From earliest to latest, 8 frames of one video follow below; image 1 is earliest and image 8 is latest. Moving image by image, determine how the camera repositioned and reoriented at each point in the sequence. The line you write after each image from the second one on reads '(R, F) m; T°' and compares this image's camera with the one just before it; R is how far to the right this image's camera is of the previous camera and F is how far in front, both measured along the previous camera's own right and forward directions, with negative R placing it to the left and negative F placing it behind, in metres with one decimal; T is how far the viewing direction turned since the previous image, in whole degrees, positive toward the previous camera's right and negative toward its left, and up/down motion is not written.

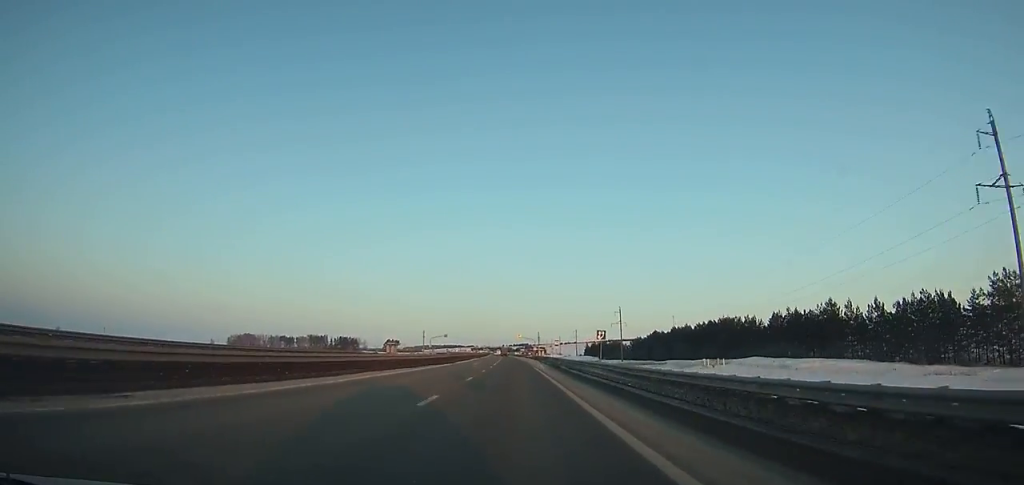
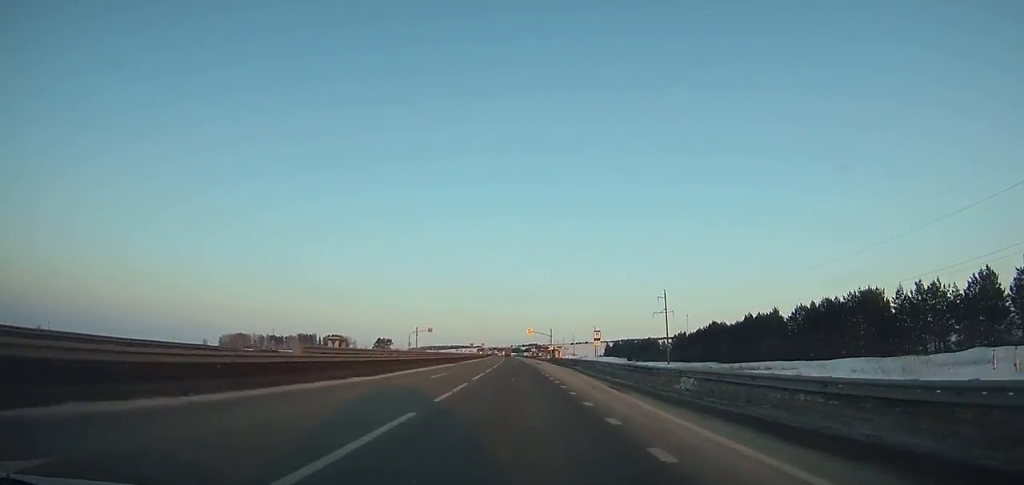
(-0.4, +56.5) m; -1°
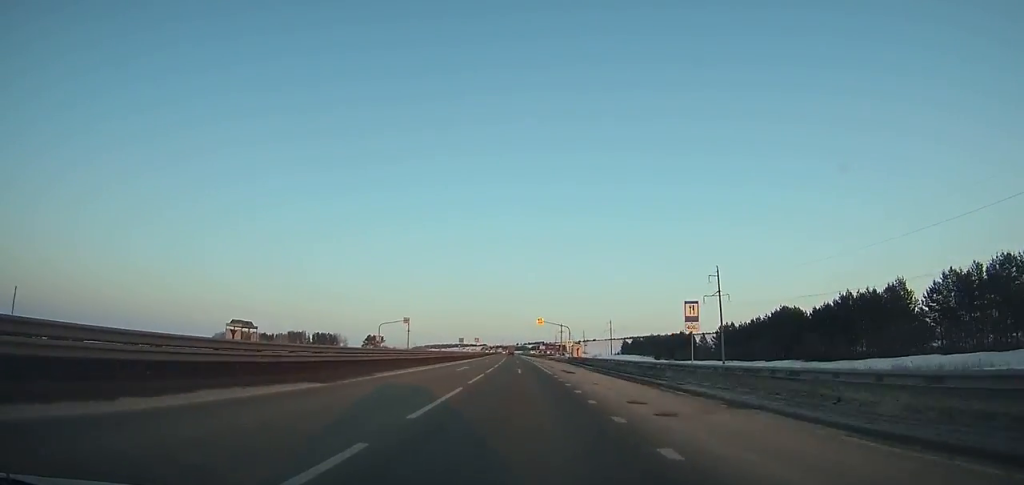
(-0.1, +40.2) m; 0°
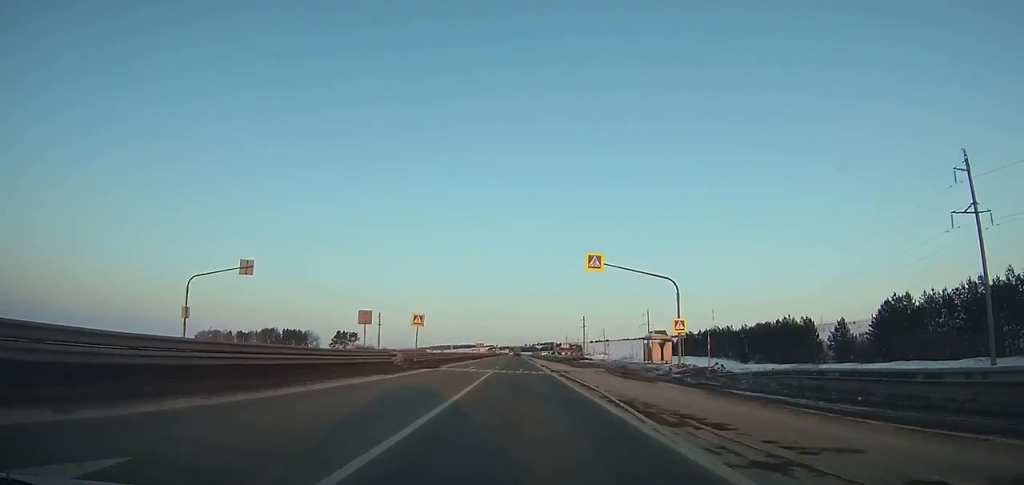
(-0.4, +73.2) m; -1°
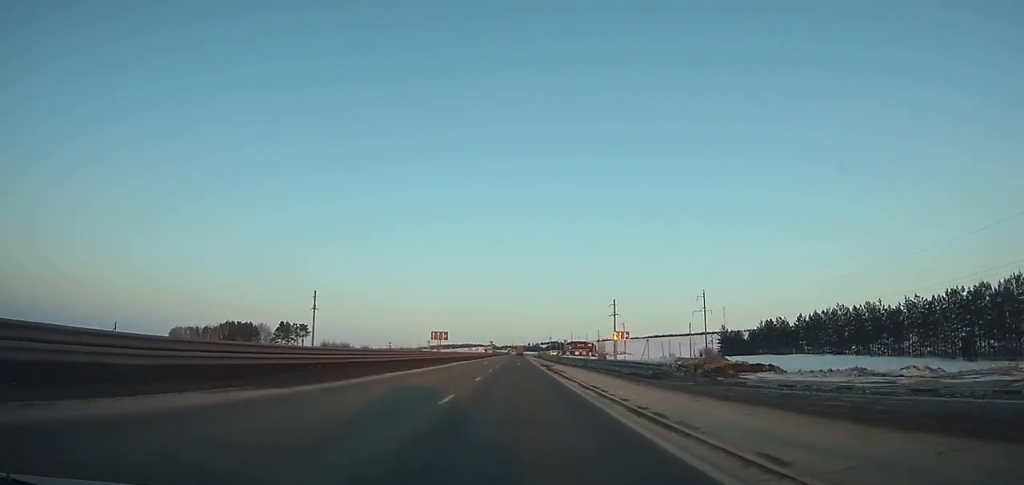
(-0.1, +70.3) m; 0°
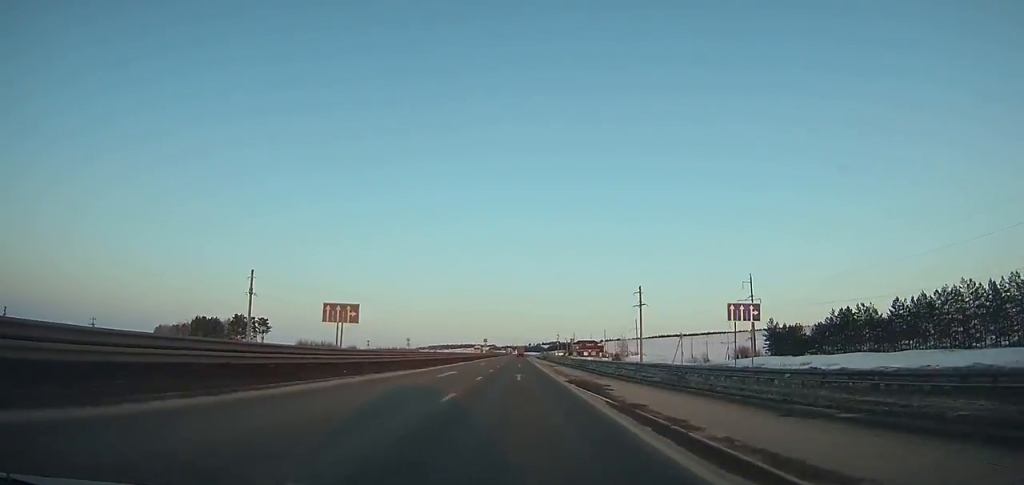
(-0.1, +34.5) m; 0°
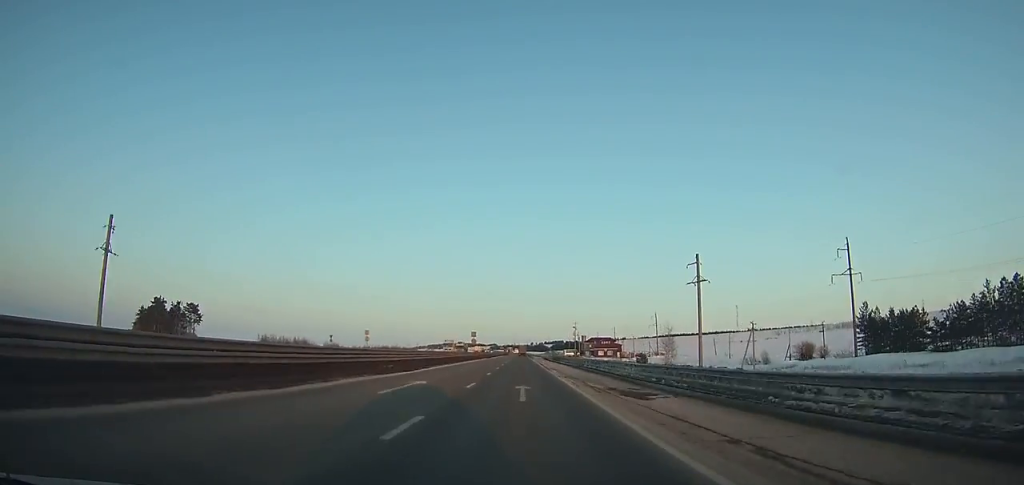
(0.0, +41.3) m; 0°
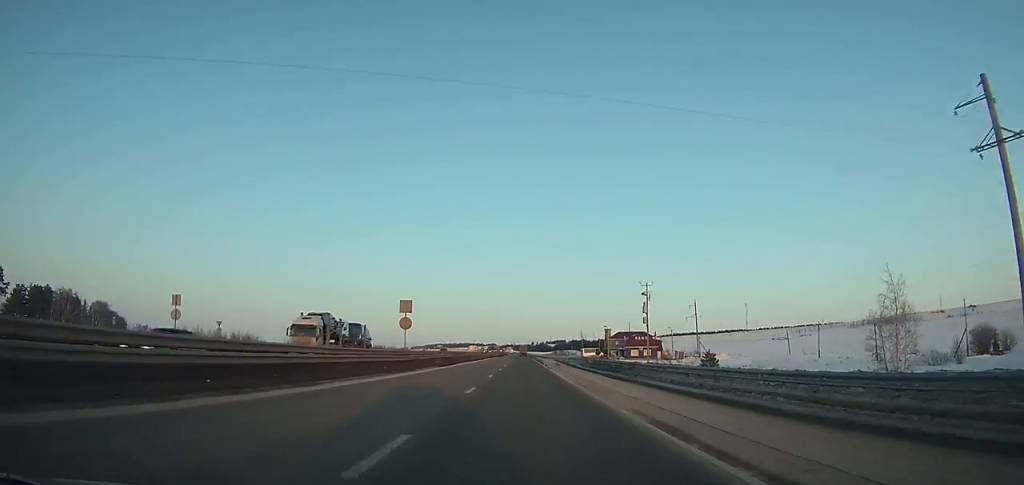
(0.0, +60.3) m; 0°
